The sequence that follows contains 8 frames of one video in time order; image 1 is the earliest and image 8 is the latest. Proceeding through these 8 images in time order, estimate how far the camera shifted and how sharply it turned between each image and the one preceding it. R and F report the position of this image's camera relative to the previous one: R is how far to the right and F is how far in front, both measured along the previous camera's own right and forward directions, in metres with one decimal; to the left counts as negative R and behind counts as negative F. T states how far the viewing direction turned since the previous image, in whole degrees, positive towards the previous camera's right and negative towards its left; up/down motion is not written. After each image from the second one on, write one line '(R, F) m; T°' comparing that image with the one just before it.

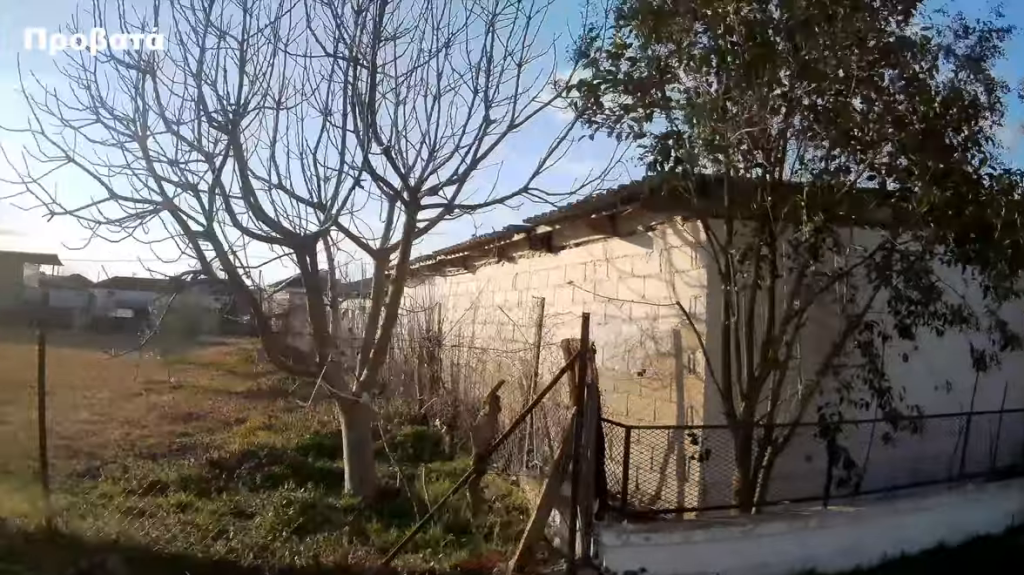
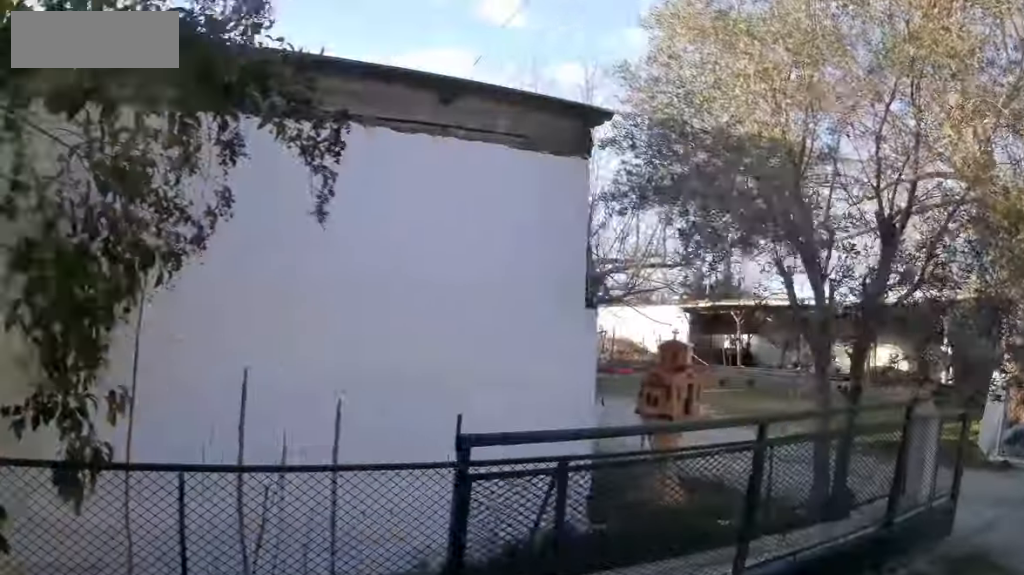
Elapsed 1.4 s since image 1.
(+0.7, +3.6) m; +18°
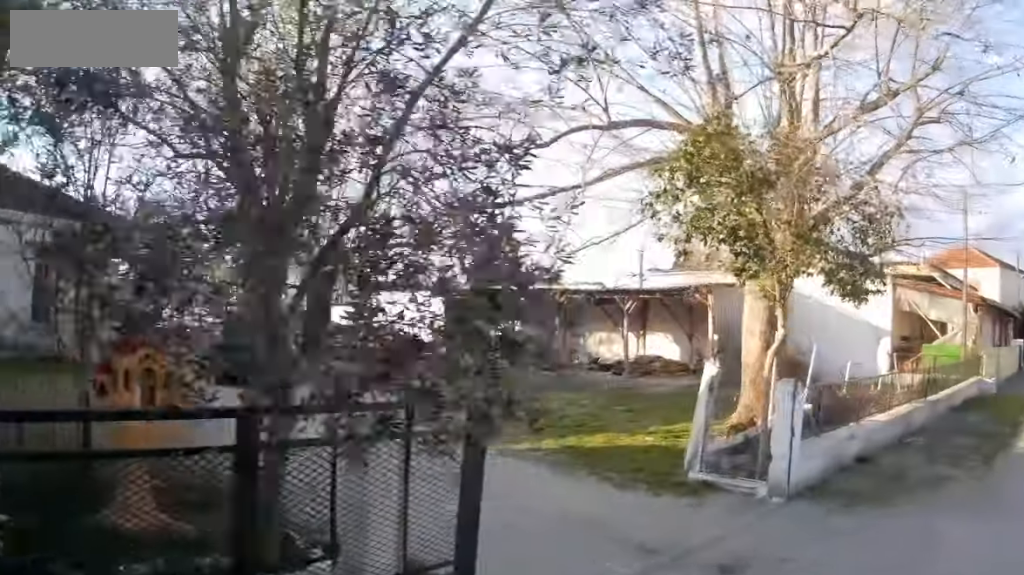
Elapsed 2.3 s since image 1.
(+0.1, +2.4) m; +17°
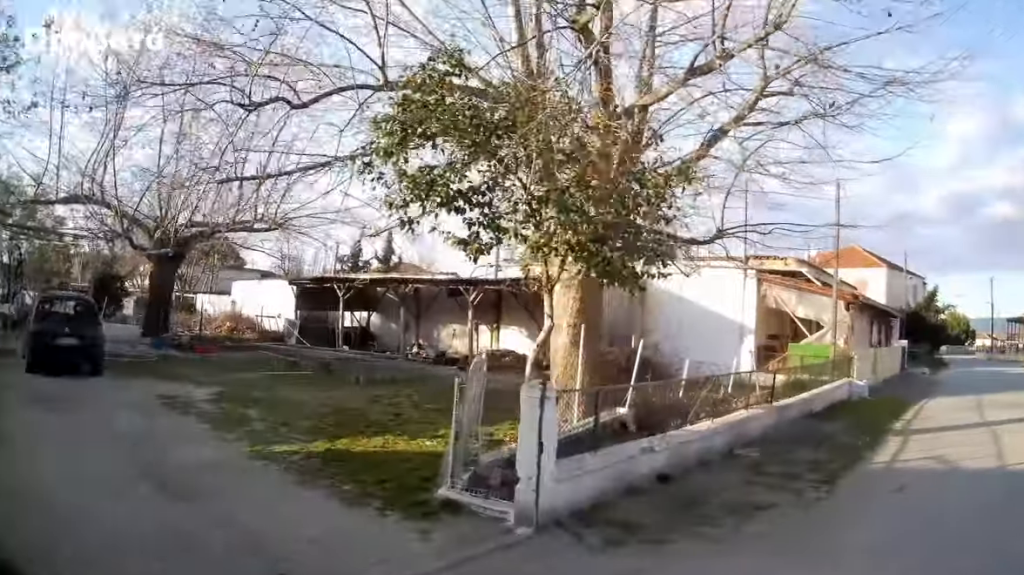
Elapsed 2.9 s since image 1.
(+0.3, +1.5) m; +15°
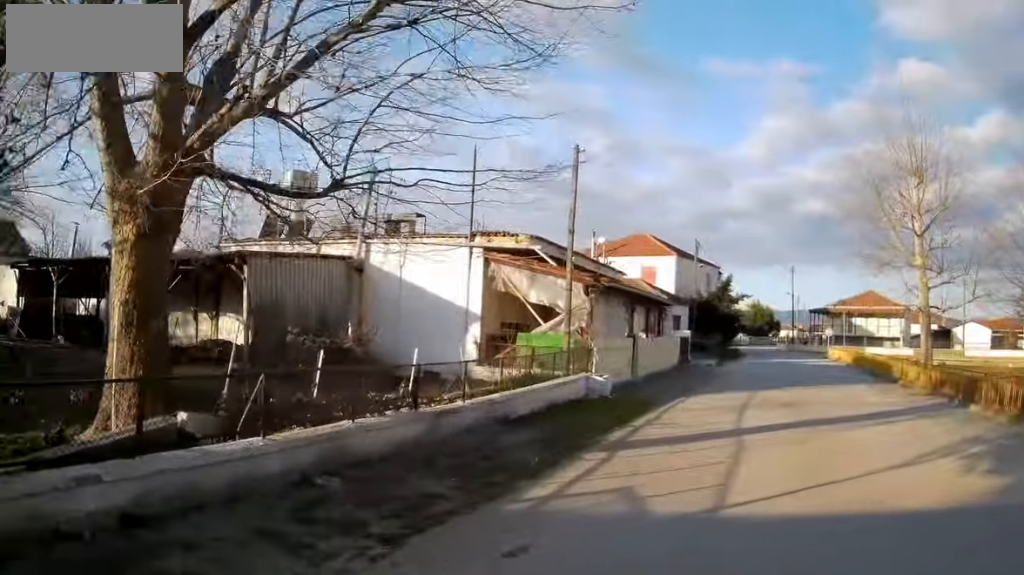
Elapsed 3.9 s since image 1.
(+0.7, +2.9) m; +18°
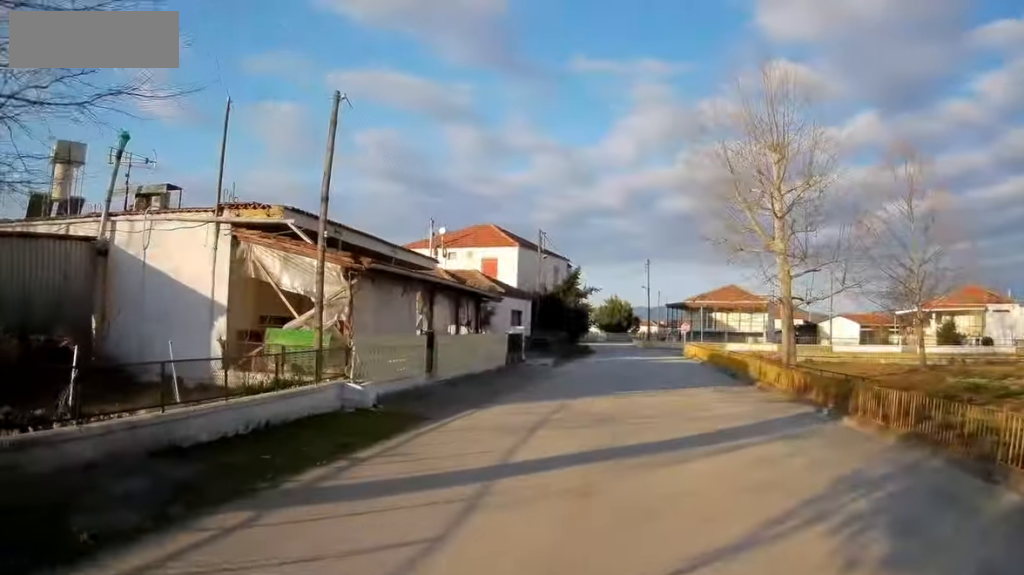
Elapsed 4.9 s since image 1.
(+0.3, +3.4) m; +6°
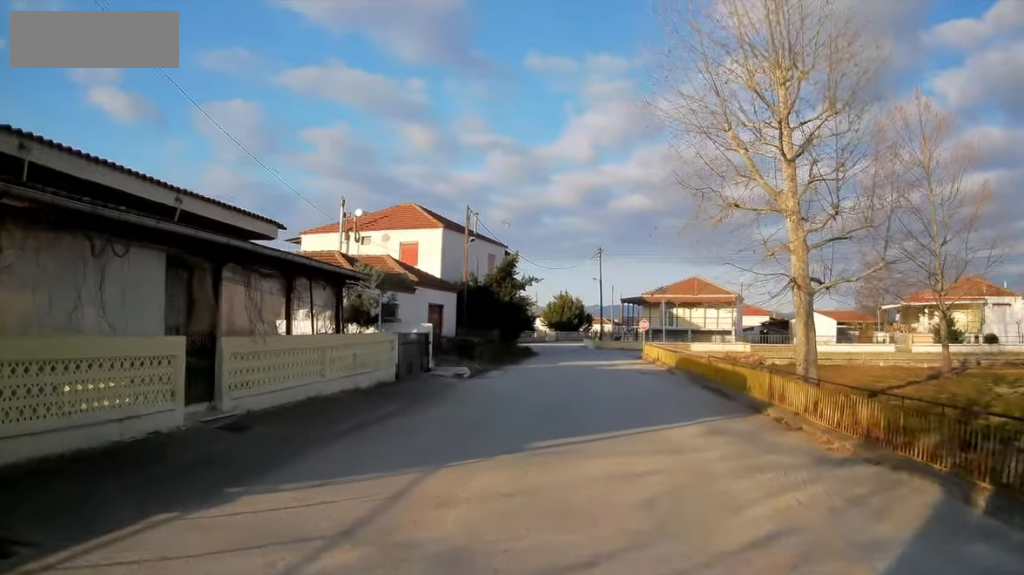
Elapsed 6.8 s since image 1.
(+0.2, +6.7) m; +3°
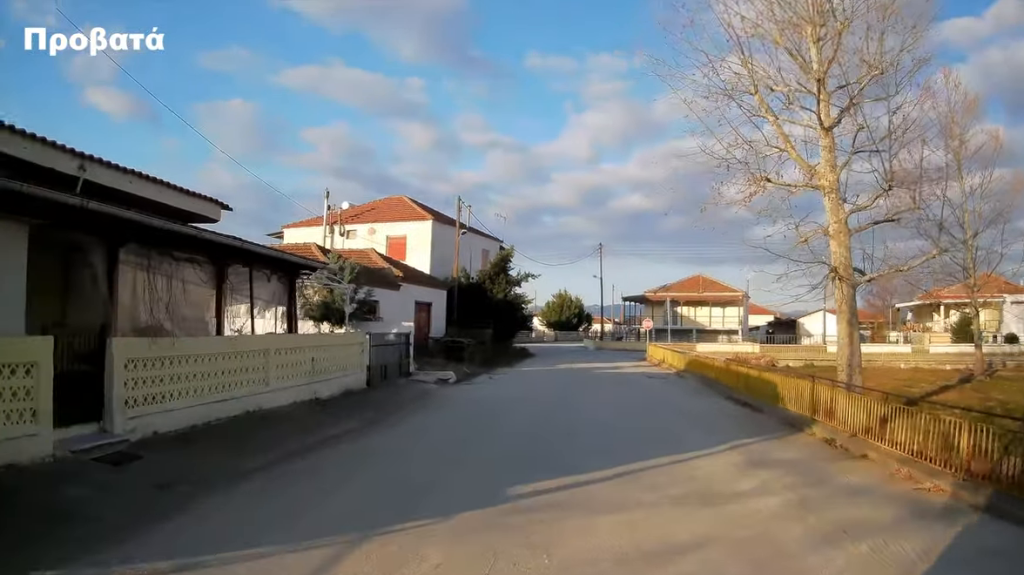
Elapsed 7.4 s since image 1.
(0.0, +2.5) m; -1°
